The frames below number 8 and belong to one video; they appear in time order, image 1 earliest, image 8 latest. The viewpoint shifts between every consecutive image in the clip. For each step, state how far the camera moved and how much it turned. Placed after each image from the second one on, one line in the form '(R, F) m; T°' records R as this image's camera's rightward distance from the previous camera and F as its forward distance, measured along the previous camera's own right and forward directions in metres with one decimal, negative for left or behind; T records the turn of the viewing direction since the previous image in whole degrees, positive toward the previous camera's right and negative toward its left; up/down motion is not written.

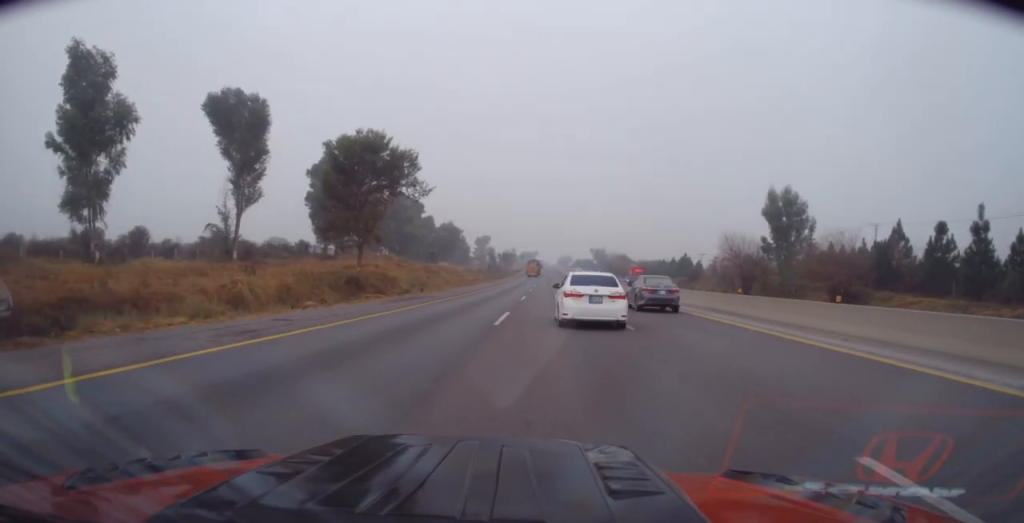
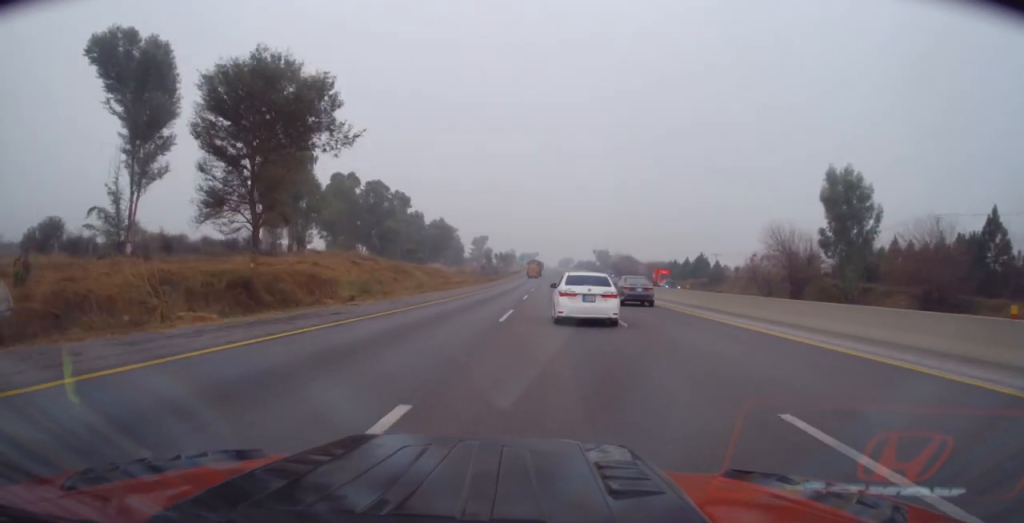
(0.0, +16.4) m; 0°
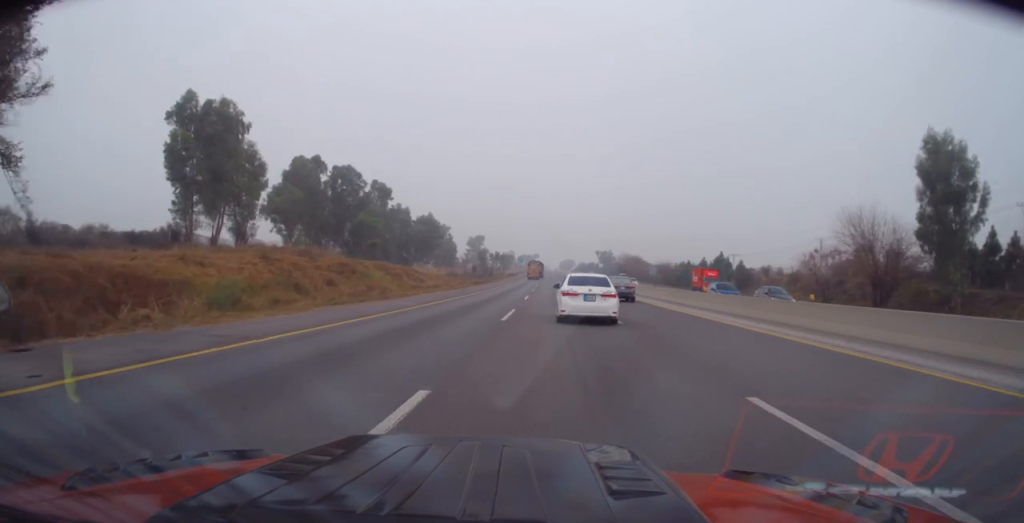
(0.0, +17.0) m; 0°
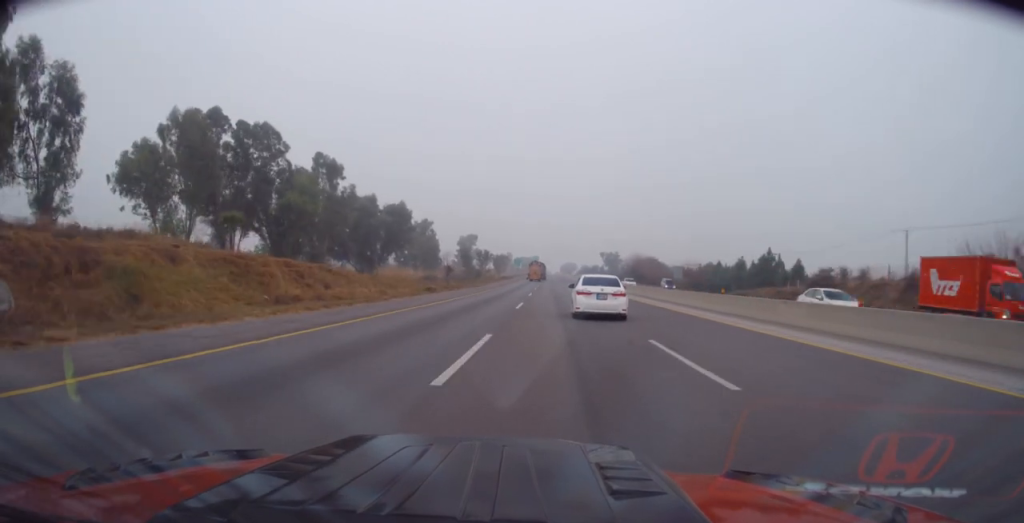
(+0.3, +29.0) m; 0°
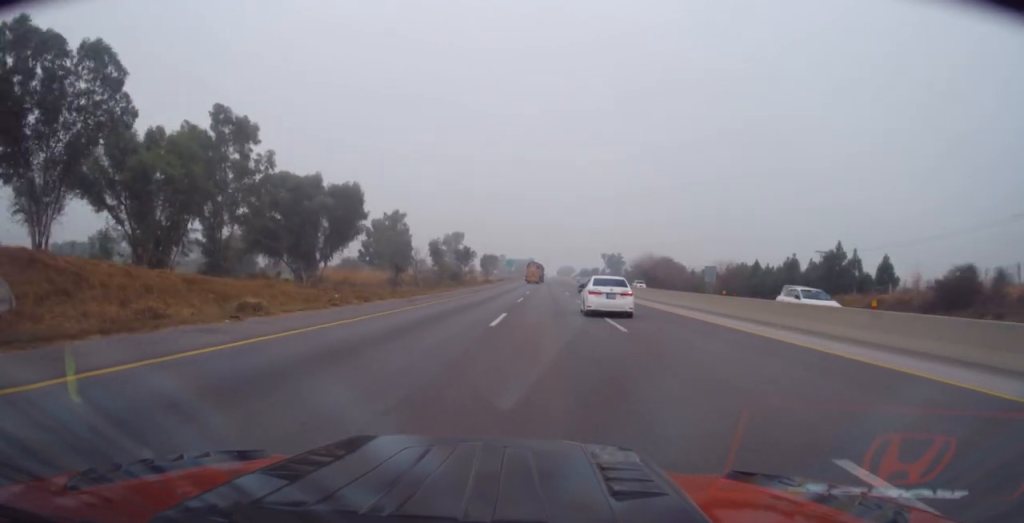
(-0.4, +28.0) m; 0°
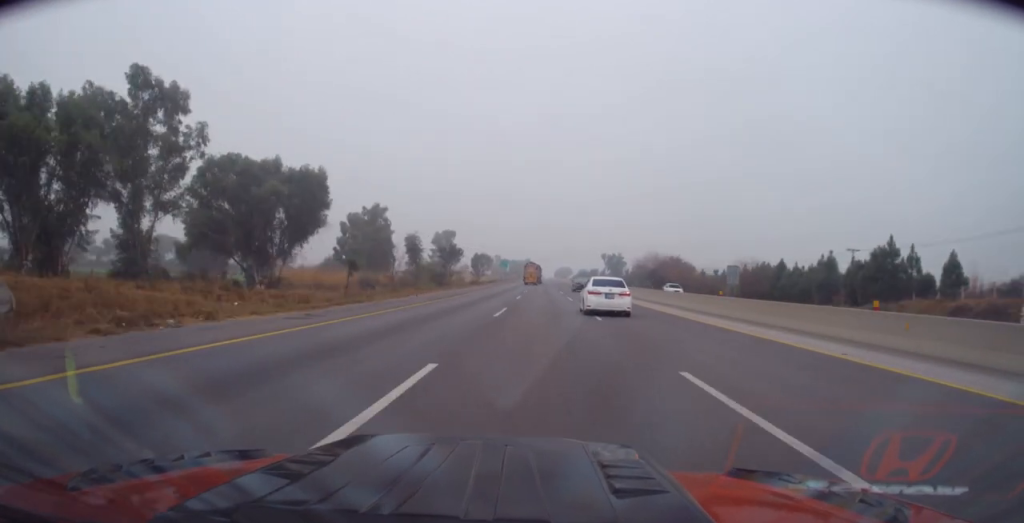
(+0.1, +13.5) m; 0°
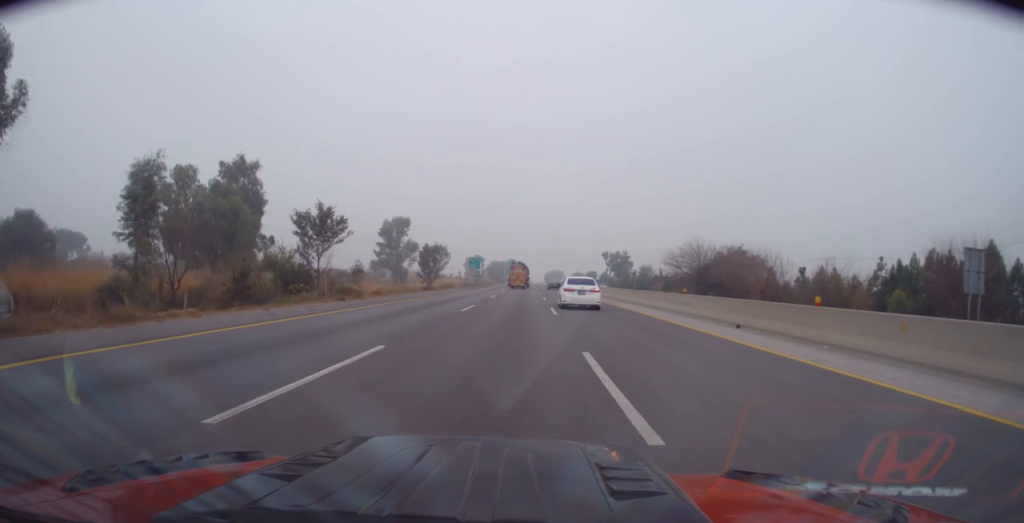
(+0.6, +51.4) m; +1°
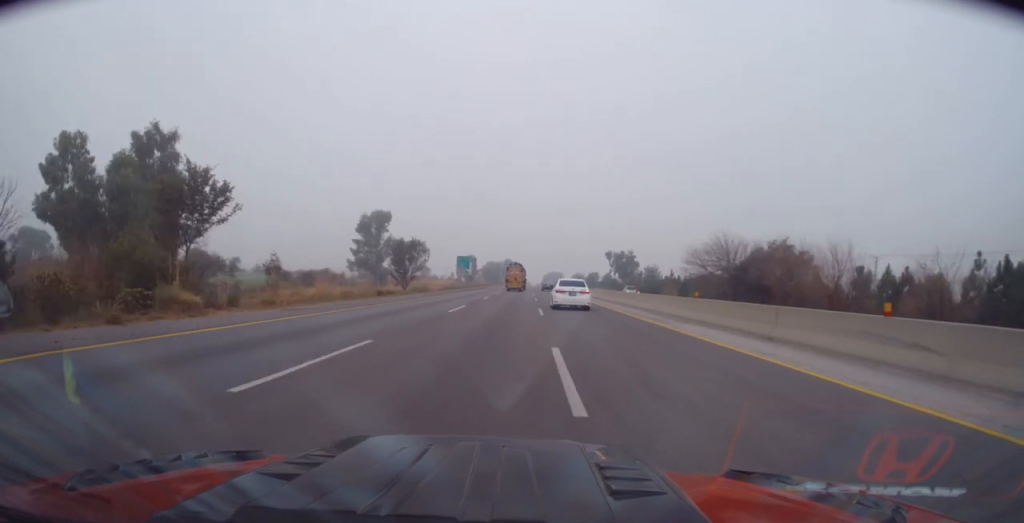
(+0.1, +16.9) m; 0°
